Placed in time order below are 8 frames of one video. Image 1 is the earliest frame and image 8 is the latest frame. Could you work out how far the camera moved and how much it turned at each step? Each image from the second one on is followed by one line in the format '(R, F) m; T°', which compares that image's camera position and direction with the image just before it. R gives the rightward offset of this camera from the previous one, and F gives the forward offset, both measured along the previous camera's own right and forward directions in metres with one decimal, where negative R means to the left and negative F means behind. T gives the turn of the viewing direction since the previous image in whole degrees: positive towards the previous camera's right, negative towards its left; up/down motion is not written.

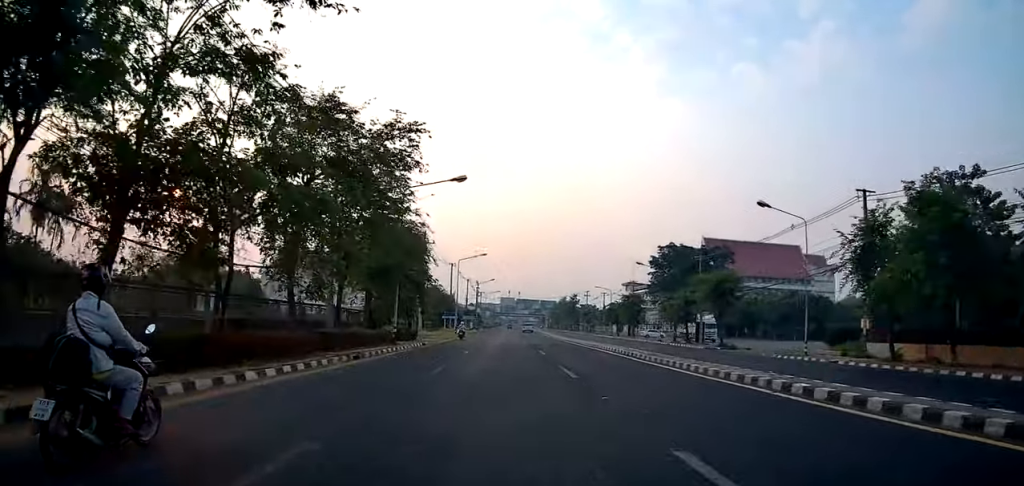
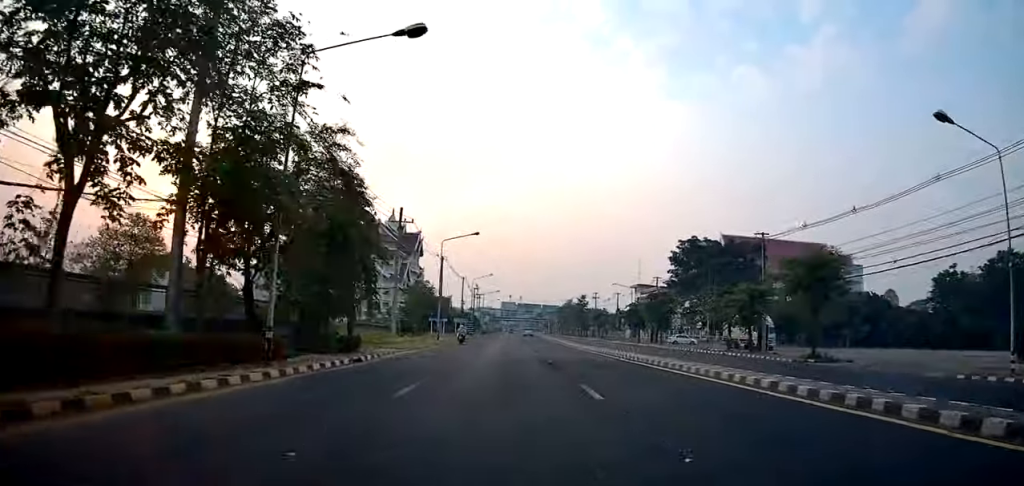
(-0.4, +16.9) m; -1°
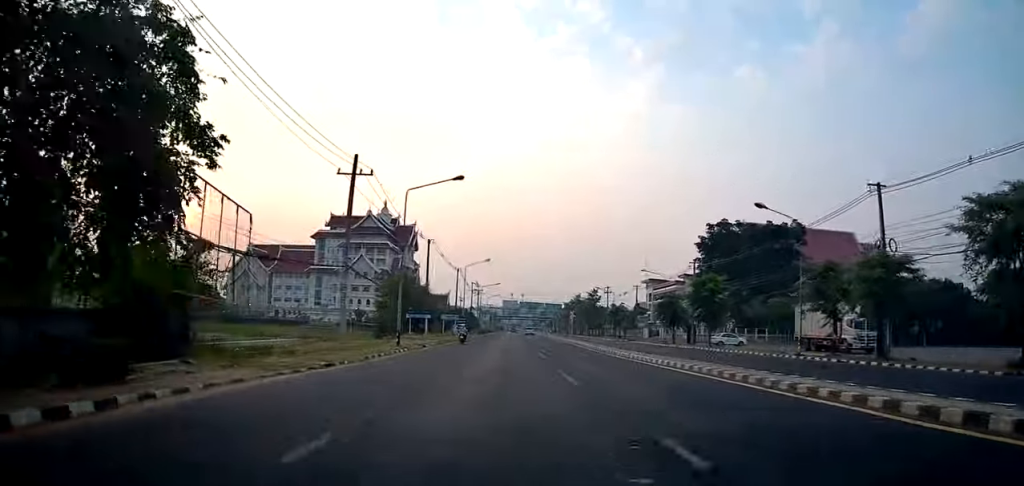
(0.0, +17.6) m; +1°
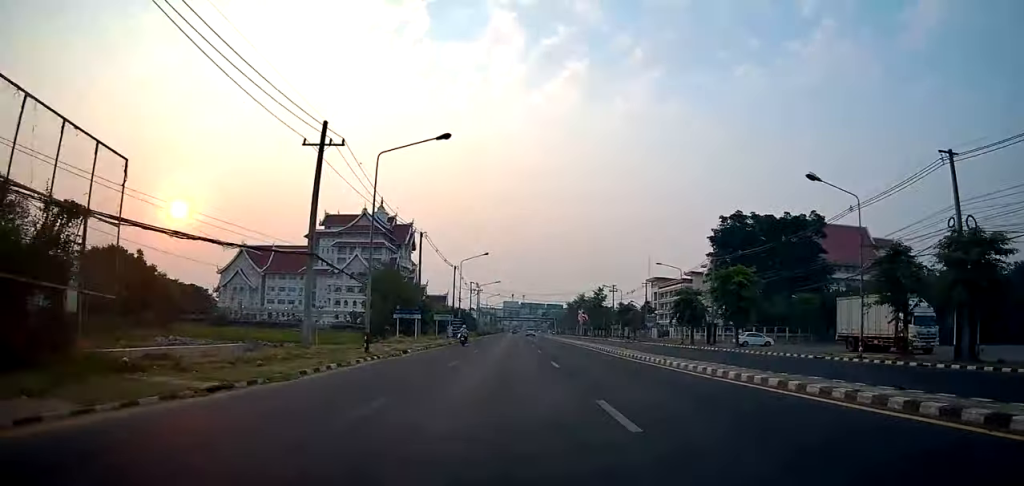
(-0.2, +6.9) m; +1°
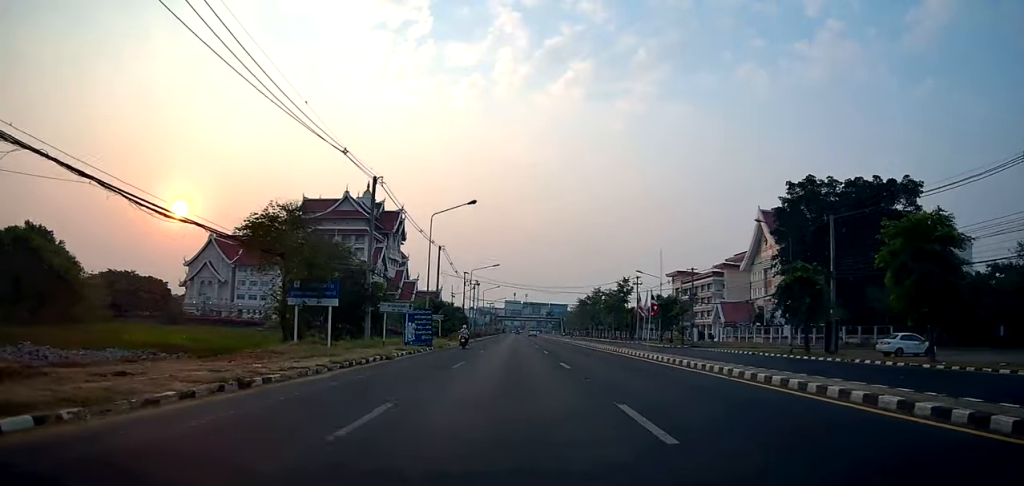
(+0.2, +25.0) m; -2°
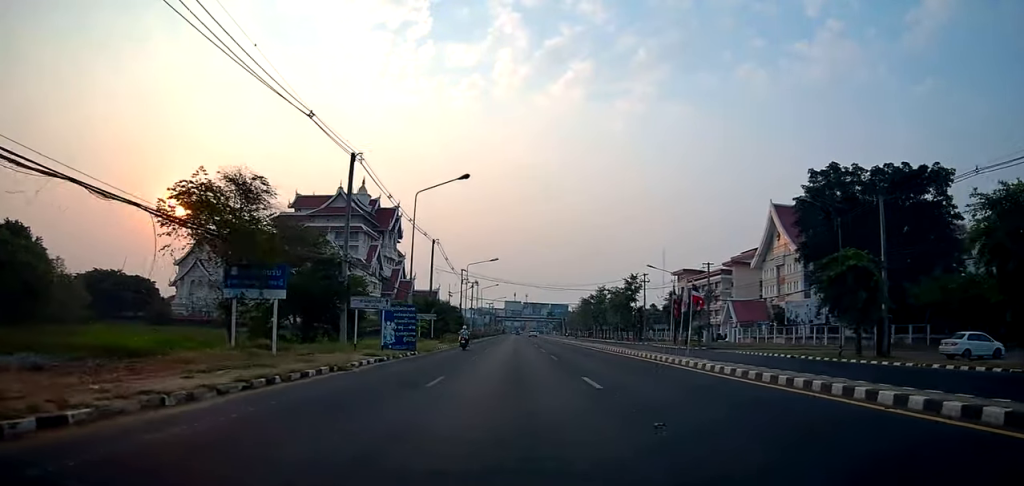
(-0.1, +6.3) m; -1°
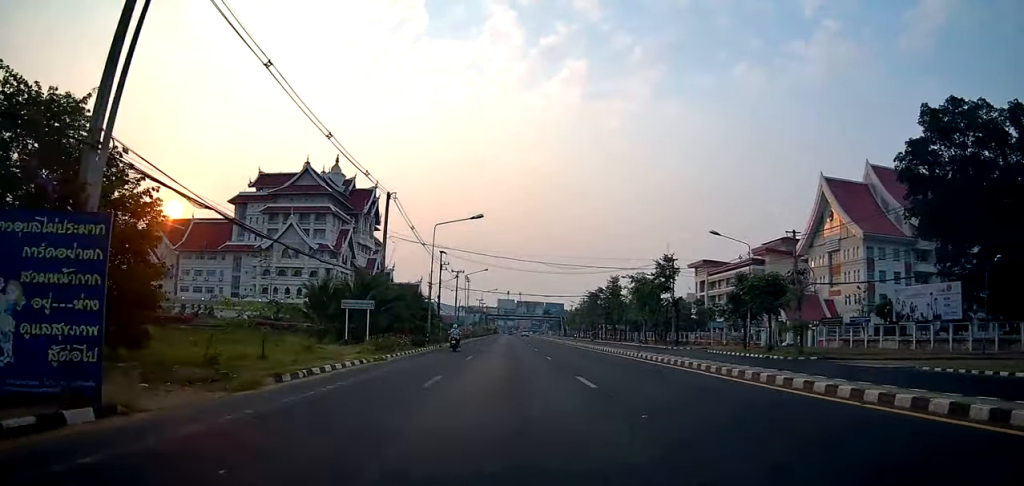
(+0.8, +23.6) m; +2°
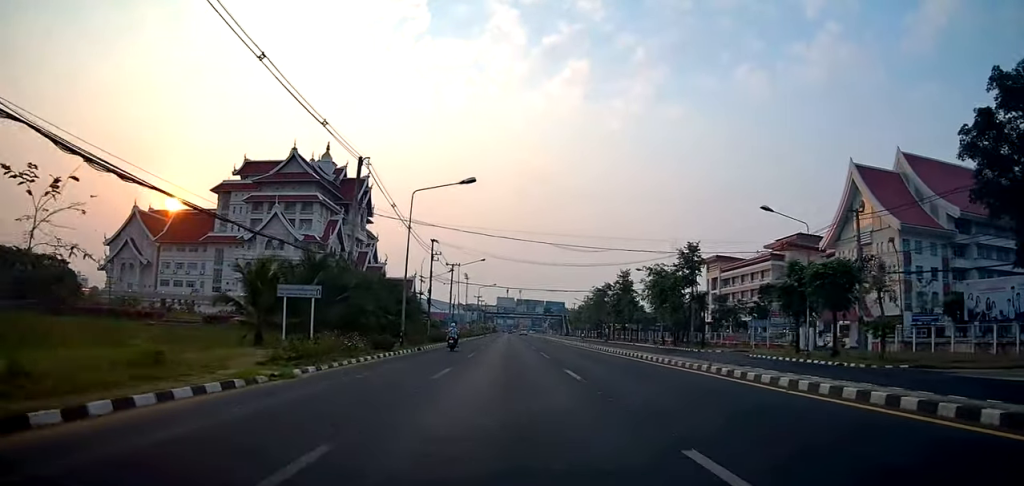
(+0.1, +9.5) m; 0°
